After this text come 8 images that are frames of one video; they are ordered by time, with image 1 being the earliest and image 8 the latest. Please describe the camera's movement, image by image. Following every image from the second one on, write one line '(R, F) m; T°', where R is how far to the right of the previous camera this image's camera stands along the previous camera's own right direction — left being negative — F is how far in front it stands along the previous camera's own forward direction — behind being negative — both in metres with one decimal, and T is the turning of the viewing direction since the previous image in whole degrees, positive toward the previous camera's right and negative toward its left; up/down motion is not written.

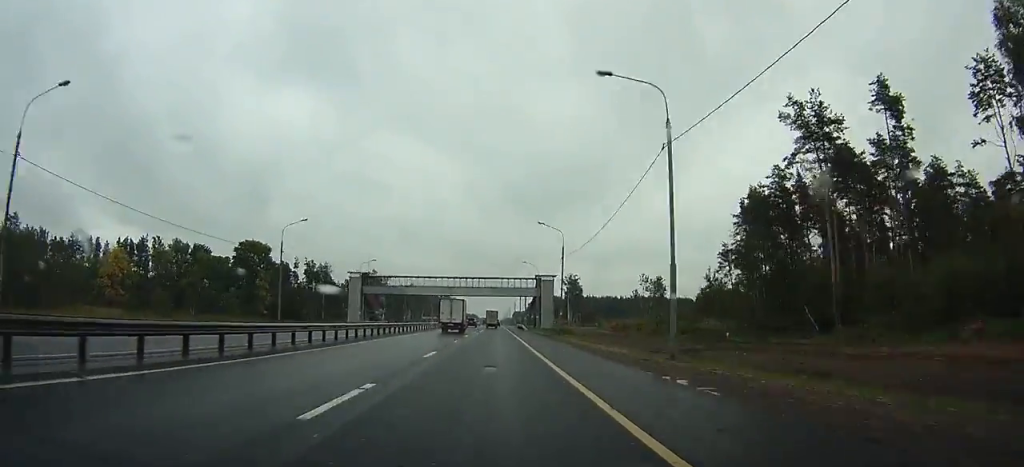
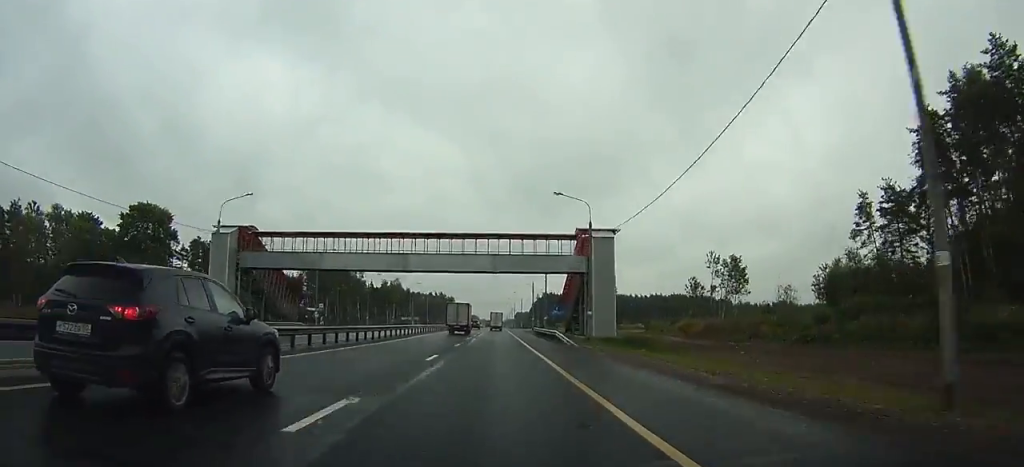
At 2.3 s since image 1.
(-0.2, +48.6) m; -1°
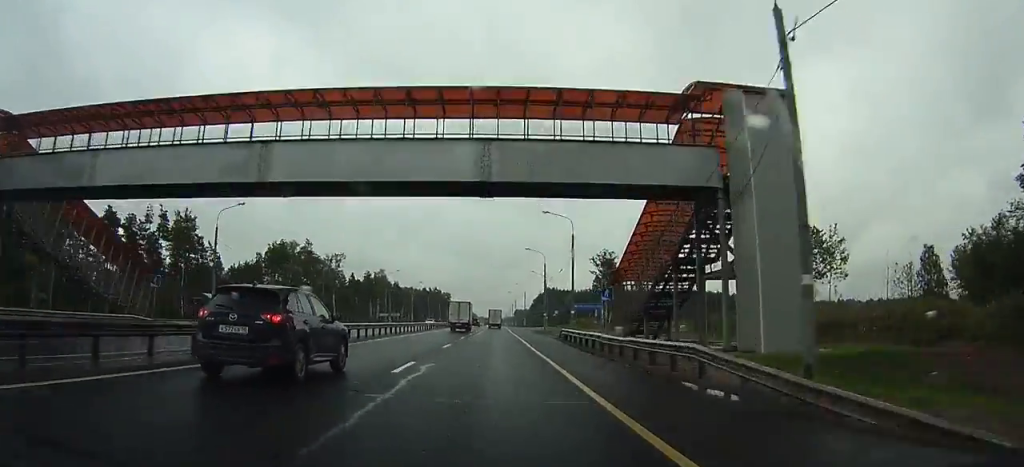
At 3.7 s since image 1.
(-0.2, +29.1) m; 0°
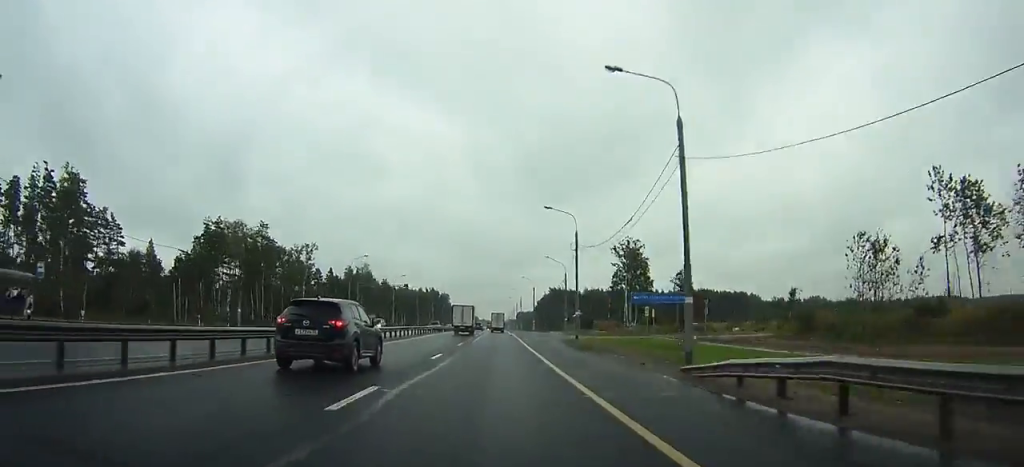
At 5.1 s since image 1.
(+0.1, +29.1) m; 0°
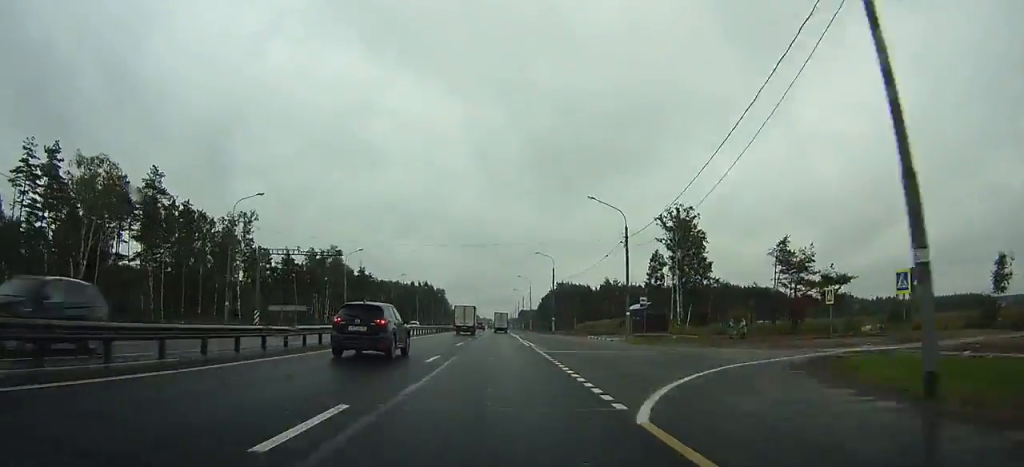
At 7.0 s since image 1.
(+0.1, +38.7) m; 0°
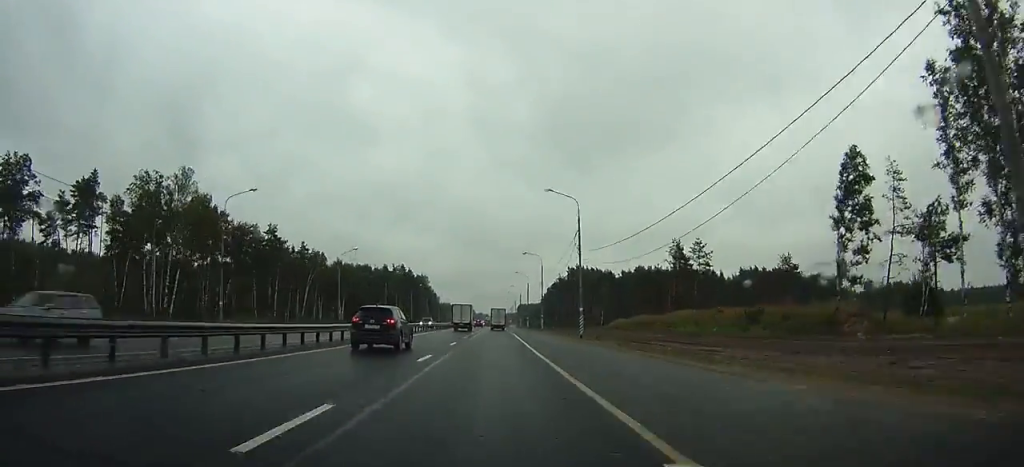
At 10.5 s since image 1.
(+0.2, +71.8) m; 0°
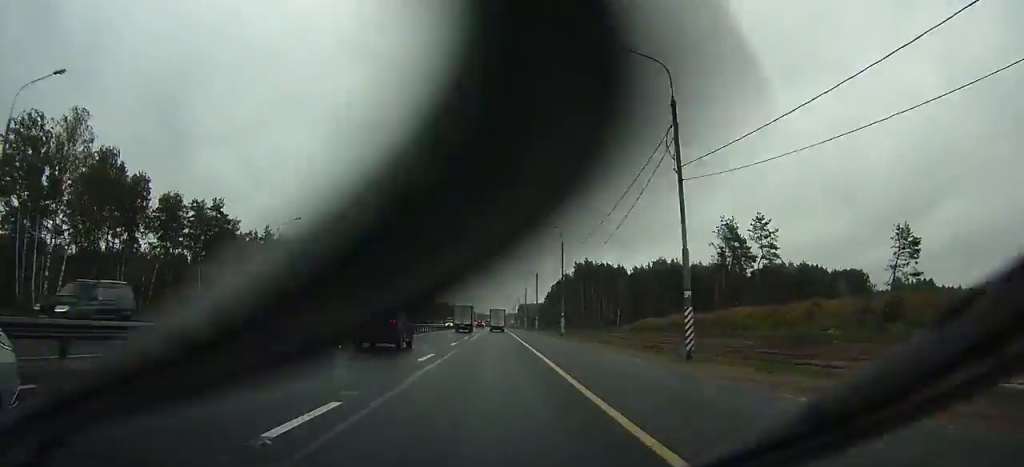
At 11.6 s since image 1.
(+0.1, +23.5) m; 0°
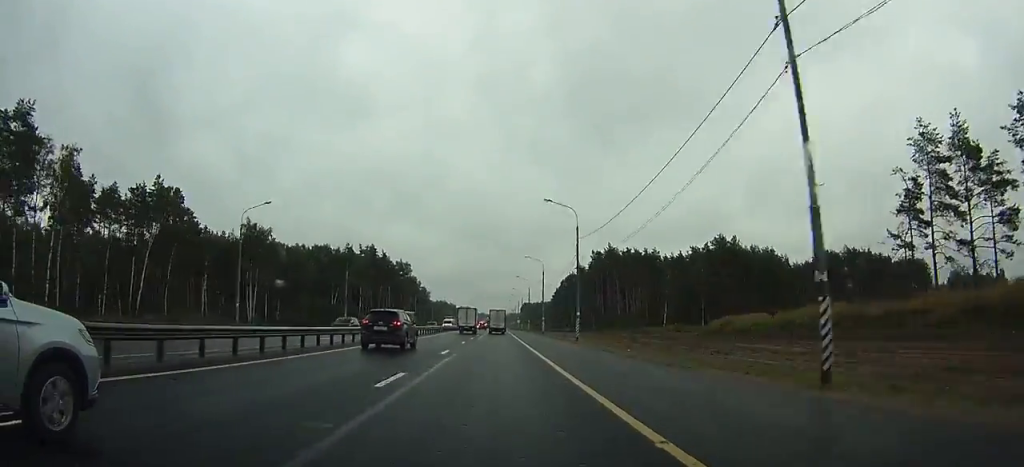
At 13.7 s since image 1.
(0.0, +42.6) m; 0°
